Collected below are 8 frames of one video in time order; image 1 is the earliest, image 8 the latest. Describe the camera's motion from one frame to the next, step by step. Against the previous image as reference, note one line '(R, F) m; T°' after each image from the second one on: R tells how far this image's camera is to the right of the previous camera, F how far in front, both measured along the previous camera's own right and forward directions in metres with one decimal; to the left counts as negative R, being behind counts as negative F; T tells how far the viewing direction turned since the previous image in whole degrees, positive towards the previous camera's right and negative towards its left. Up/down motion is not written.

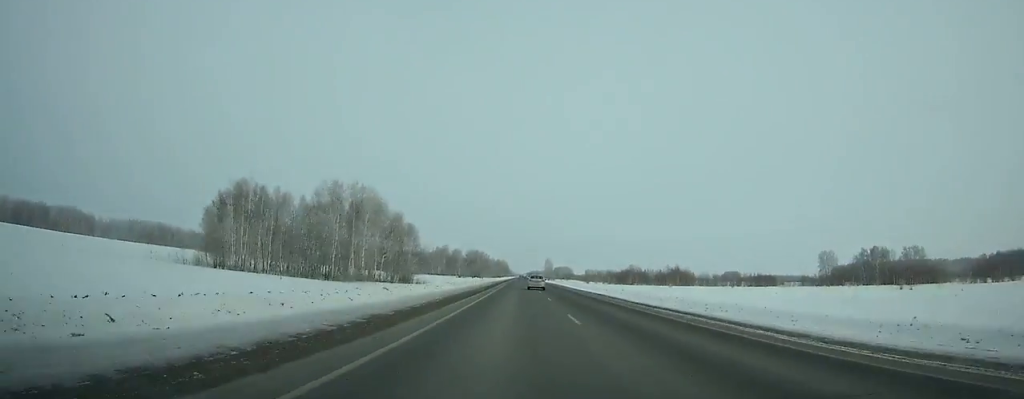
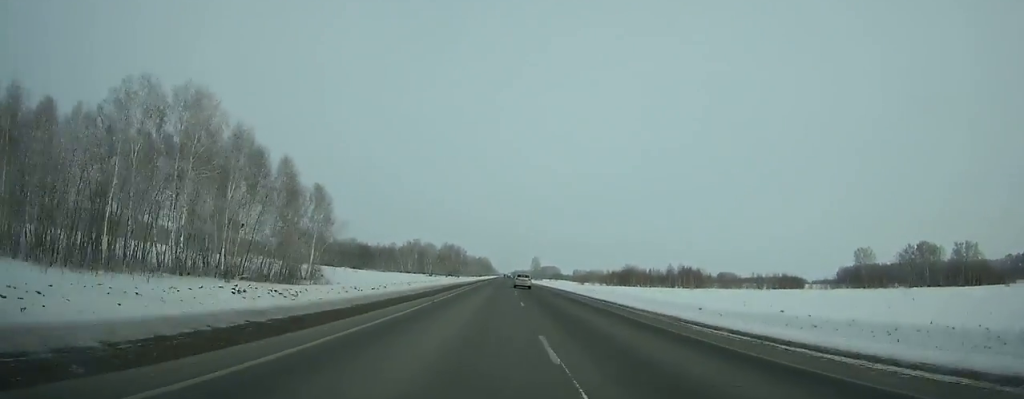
(+0.3, +55.0) m; 0°
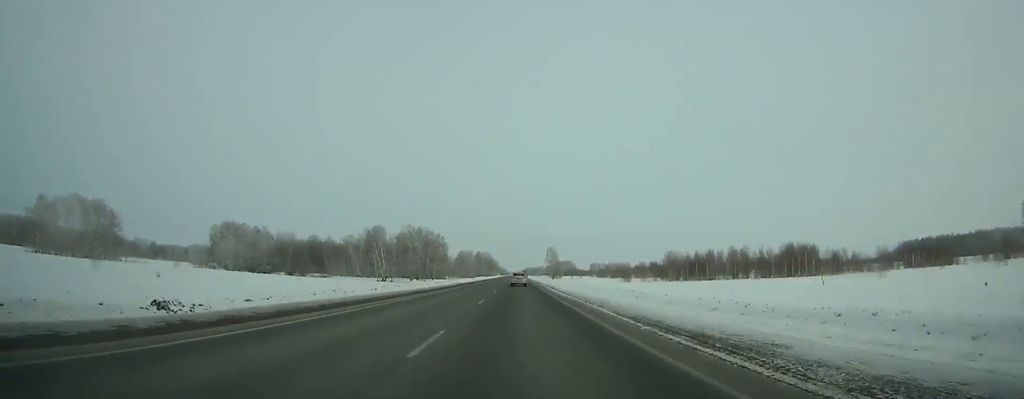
(-0.1, +111.9) m; -1°
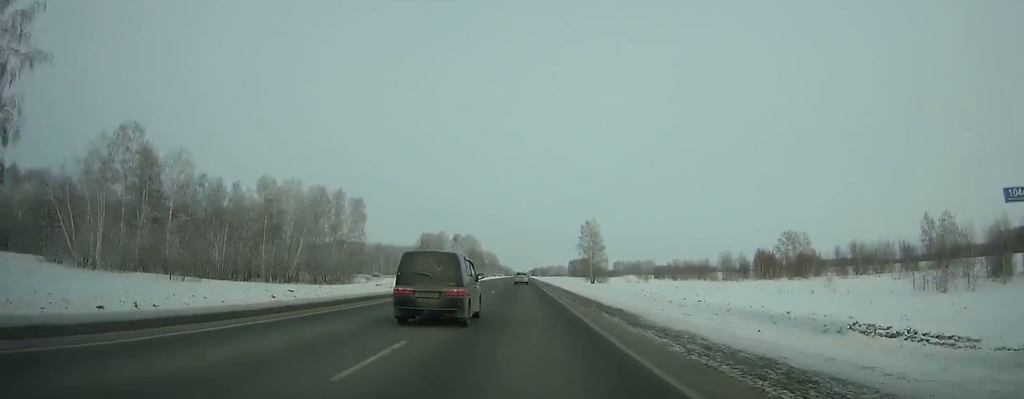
(-1.3, +165.4) m; -1°
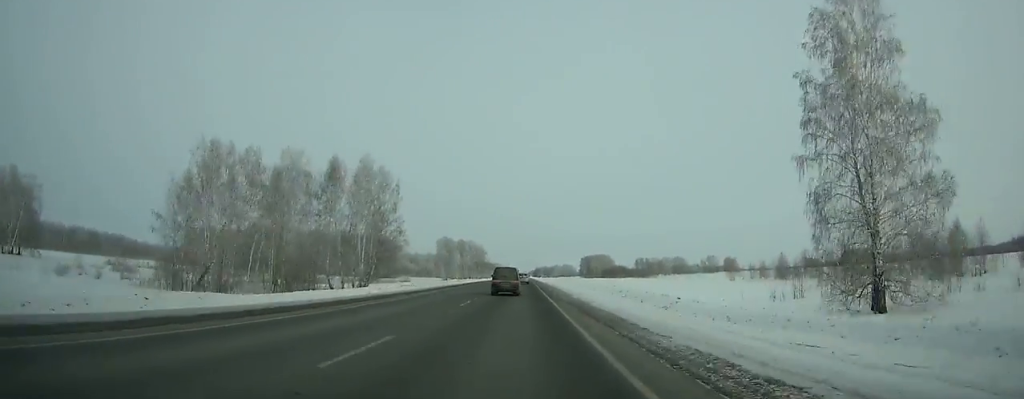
(+0.1, +144.7) m; 0°
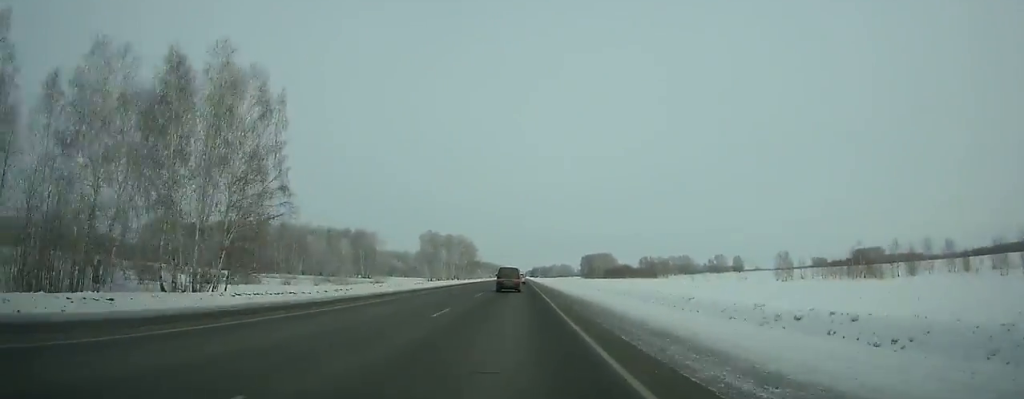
(+0.1, +38.6) m; 0°
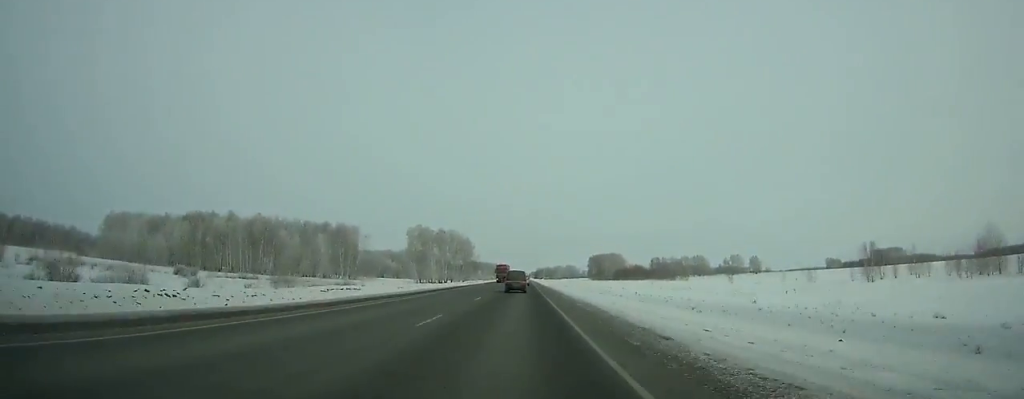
(+0.1, +35.8) m; 0°
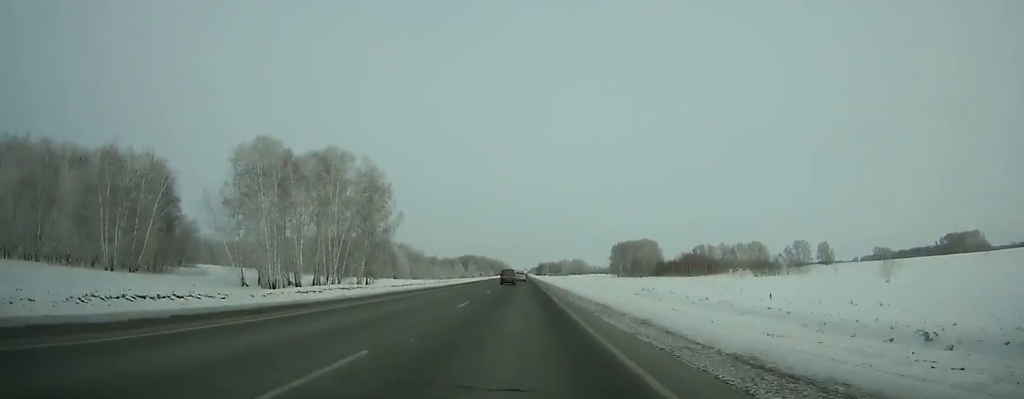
(-0.1, +138.9) m; 0°
